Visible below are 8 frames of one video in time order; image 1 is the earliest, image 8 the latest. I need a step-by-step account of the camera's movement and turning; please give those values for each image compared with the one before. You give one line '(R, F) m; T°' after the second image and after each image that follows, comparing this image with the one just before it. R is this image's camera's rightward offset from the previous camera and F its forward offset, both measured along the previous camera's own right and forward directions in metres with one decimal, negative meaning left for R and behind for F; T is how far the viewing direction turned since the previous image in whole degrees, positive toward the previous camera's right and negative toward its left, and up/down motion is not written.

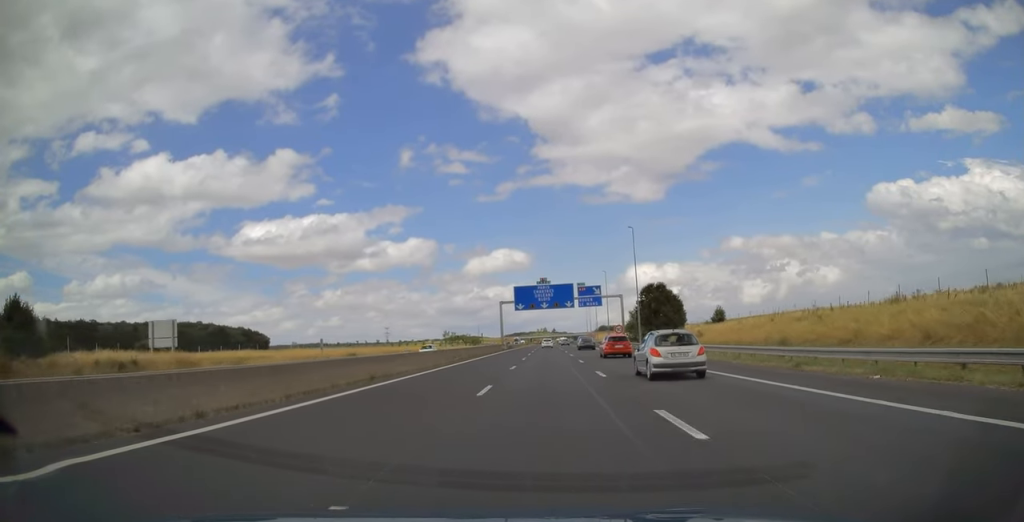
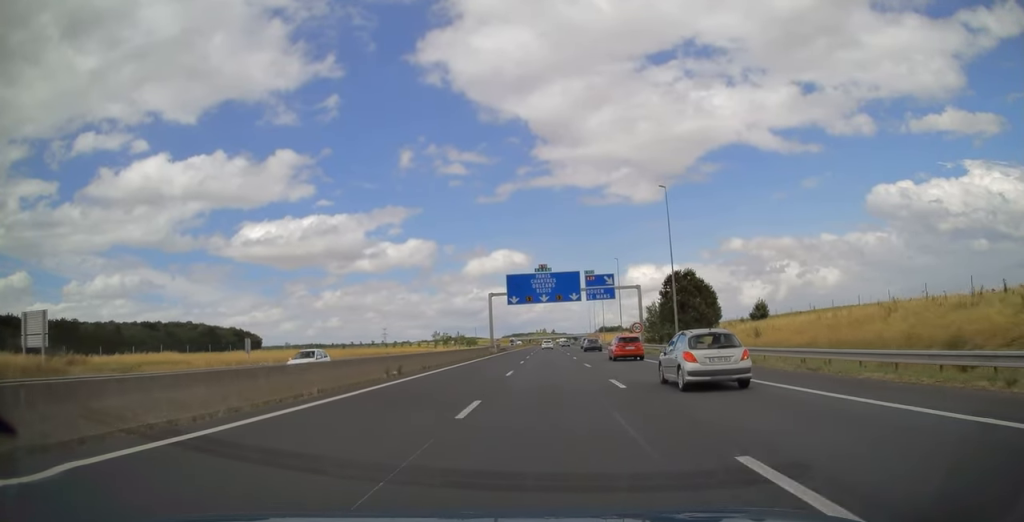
(0.0, +17.1) m; 0°
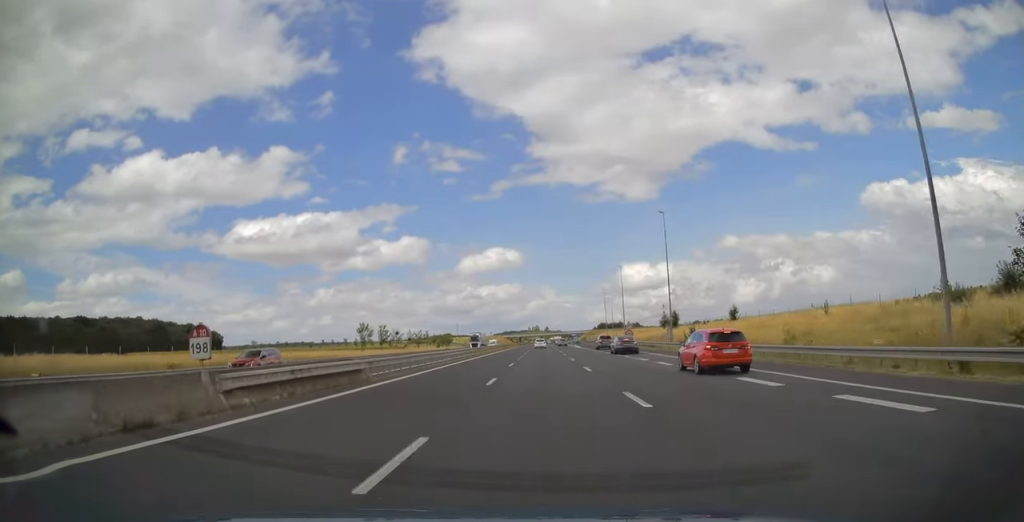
(+0.4, +70.1) m; 0°
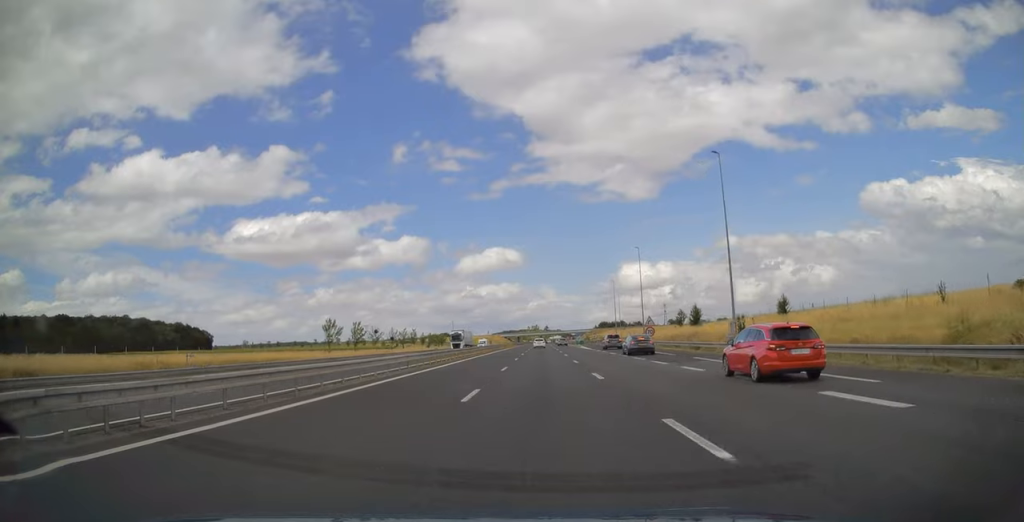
(0.0, +18.2) m; 0°
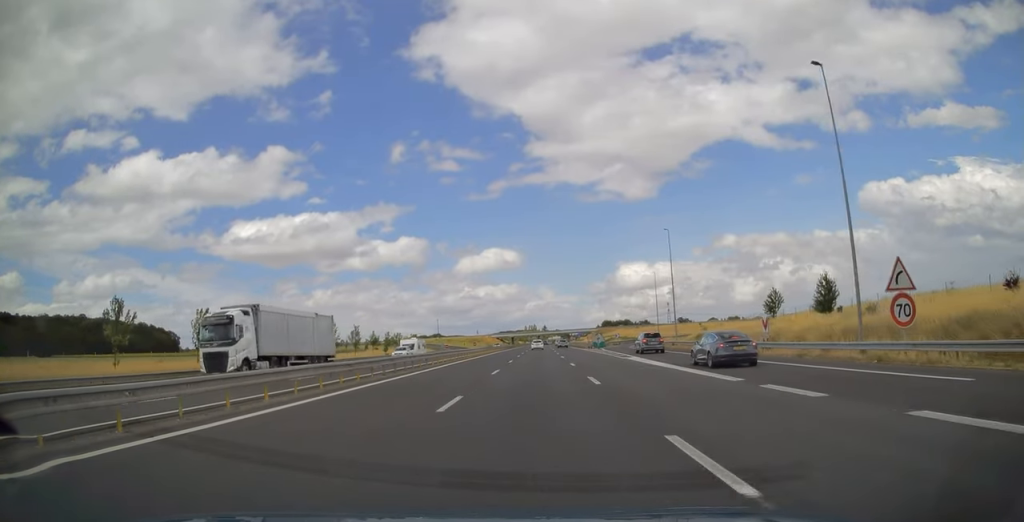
(+0.1, +53.6) m; 0°
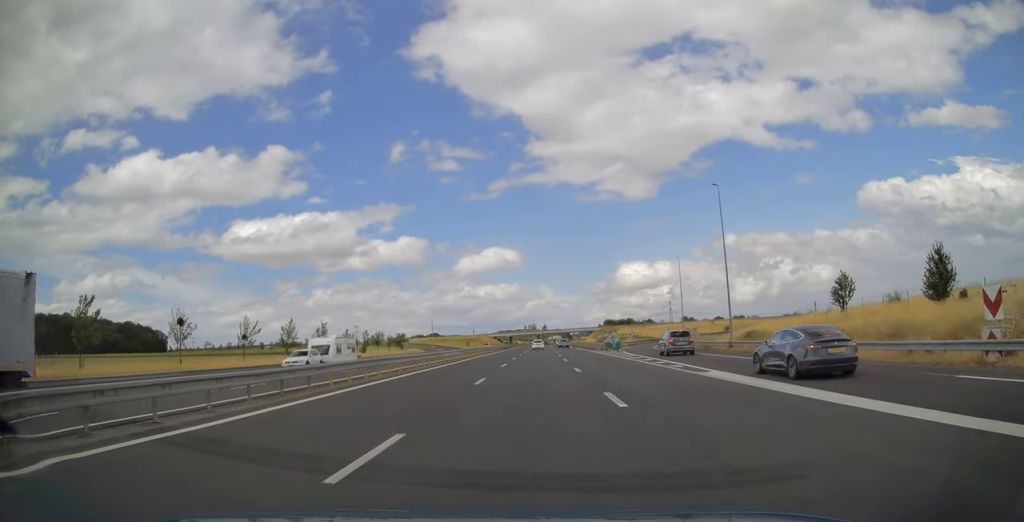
(0.0, +18.8) m; 0°
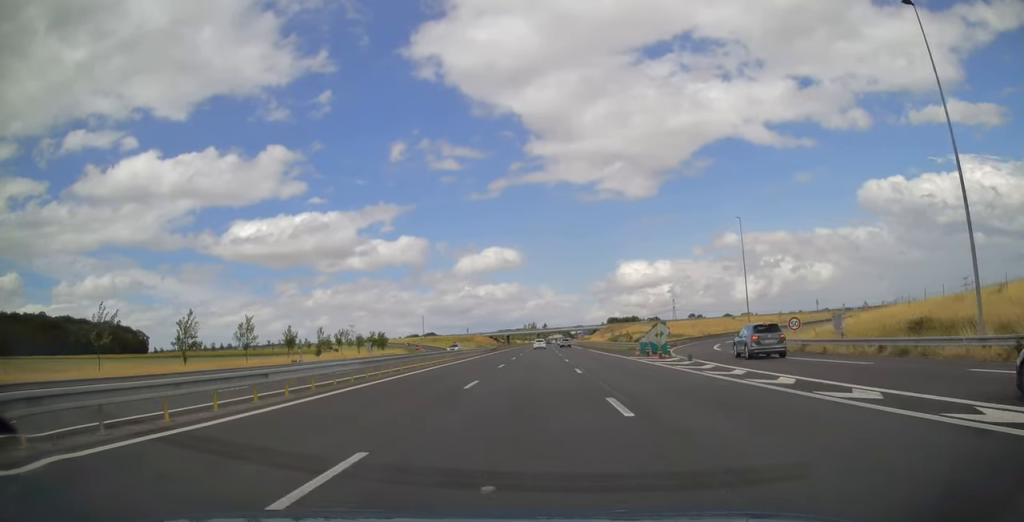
(0.0, +27.6) m; 0°
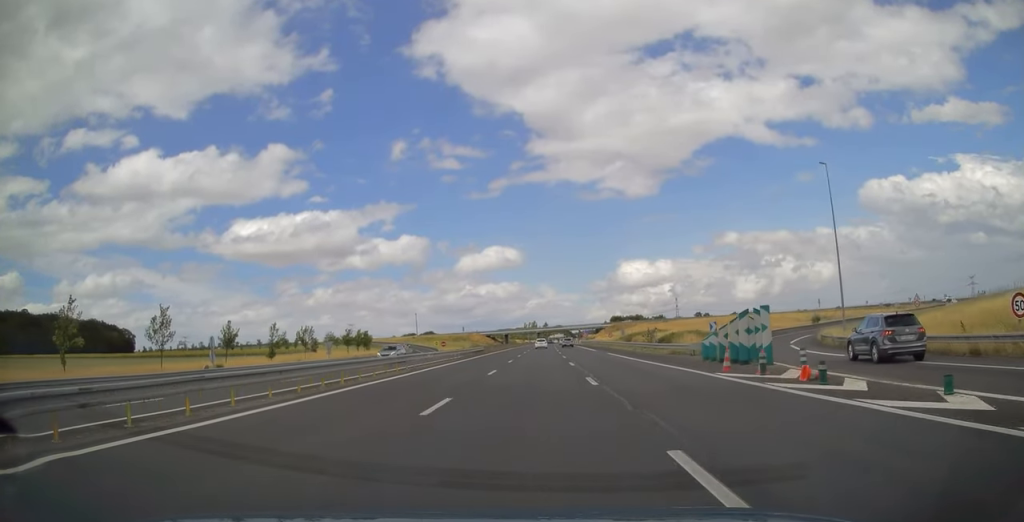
(0.0, +19.2) m; 0°
